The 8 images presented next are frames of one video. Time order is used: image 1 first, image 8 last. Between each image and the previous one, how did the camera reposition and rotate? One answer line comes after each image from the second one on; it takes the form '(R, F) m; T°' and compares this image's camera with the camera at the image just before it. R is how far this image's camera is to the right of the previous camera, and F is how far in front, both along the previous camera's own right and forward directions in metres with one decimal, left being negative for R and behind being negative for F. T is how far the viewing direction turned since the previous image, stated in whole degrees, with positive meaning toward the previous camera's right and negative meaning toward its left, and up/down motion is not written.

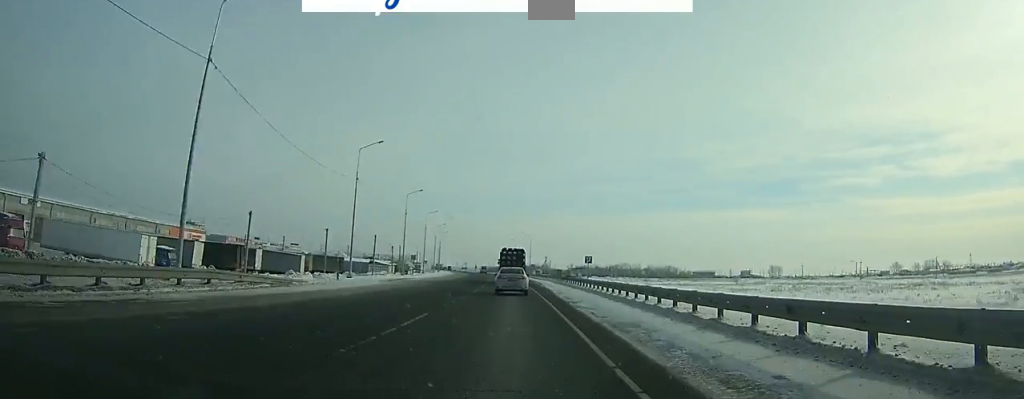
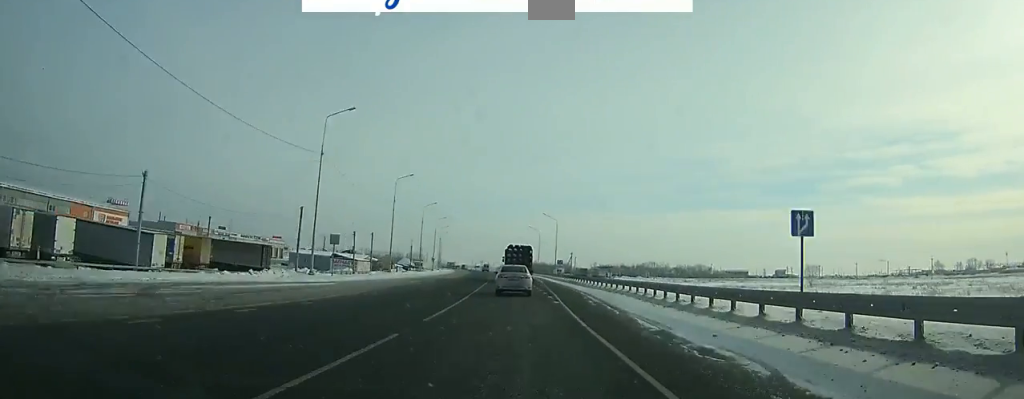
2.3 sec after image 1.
(-0.7, +40.1) m; -2°
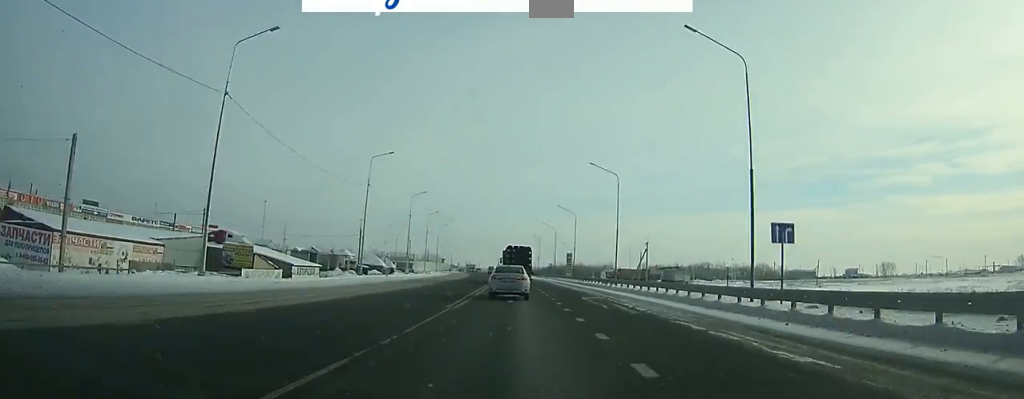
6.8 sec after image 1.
(-1.7, +74.9) m; -3°
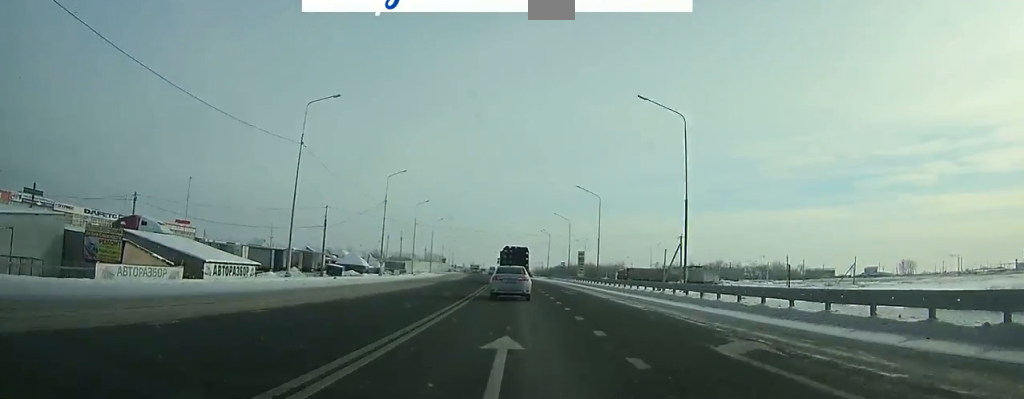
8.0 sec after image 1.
(-0.2, +19.1) m; -1°
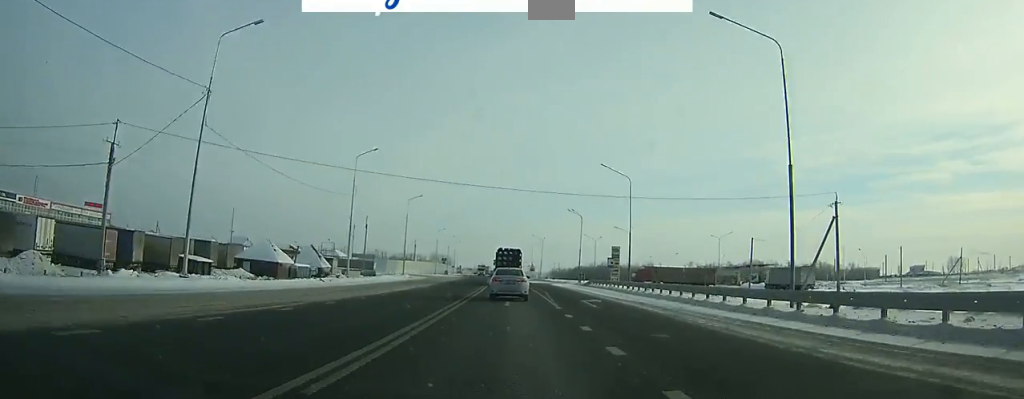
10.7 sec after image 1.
(-0.5, +42.5) m; -1°
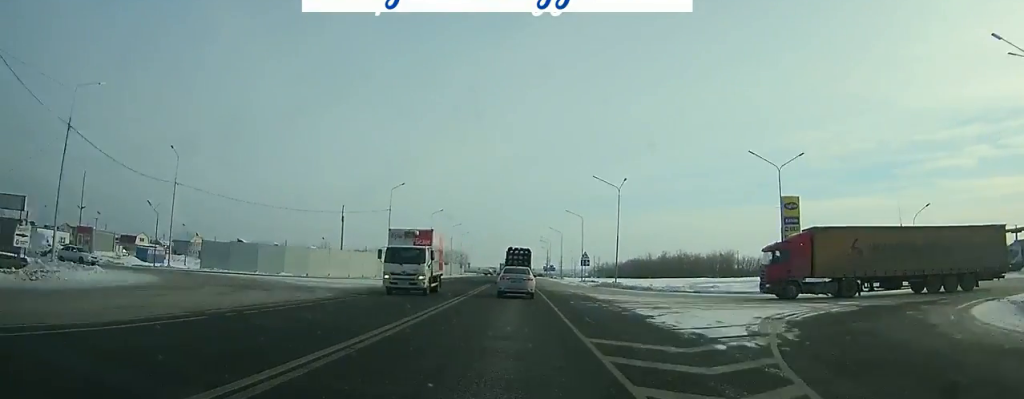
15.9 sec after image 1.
(-1.6, +78.8) m; -2°
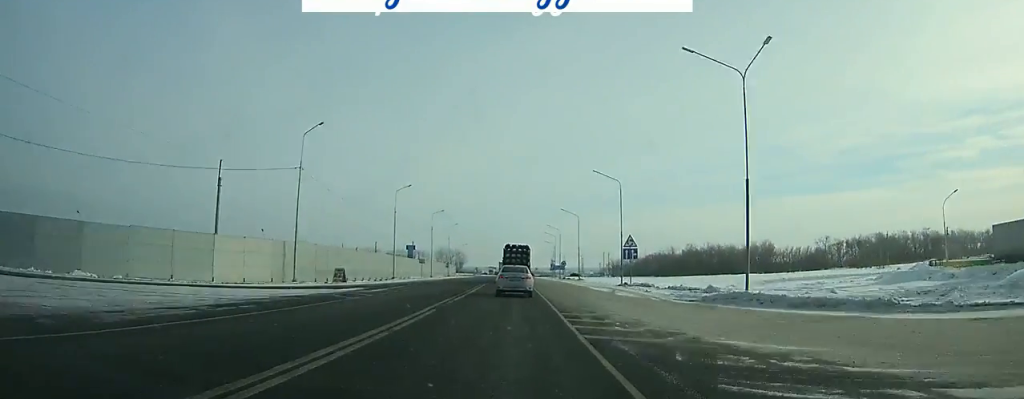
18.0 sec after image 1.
(-0.1, +29.7) m; 0°
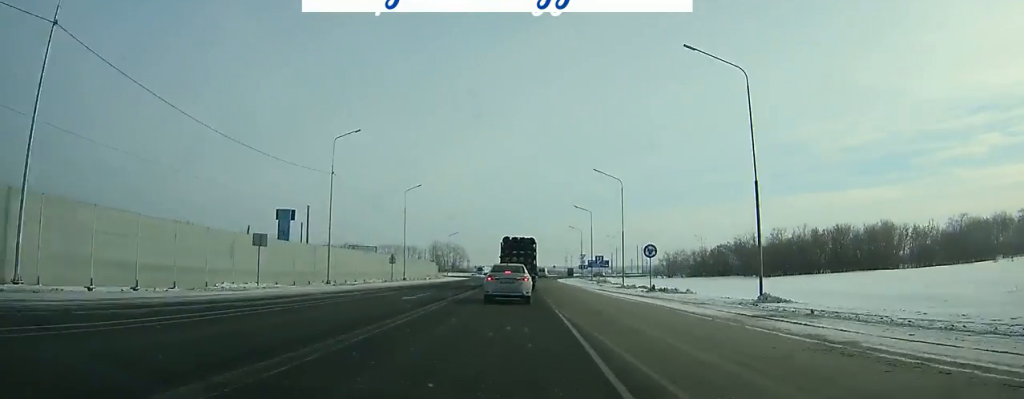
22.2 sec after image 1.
(-0.6, +53.7) m; -1°
